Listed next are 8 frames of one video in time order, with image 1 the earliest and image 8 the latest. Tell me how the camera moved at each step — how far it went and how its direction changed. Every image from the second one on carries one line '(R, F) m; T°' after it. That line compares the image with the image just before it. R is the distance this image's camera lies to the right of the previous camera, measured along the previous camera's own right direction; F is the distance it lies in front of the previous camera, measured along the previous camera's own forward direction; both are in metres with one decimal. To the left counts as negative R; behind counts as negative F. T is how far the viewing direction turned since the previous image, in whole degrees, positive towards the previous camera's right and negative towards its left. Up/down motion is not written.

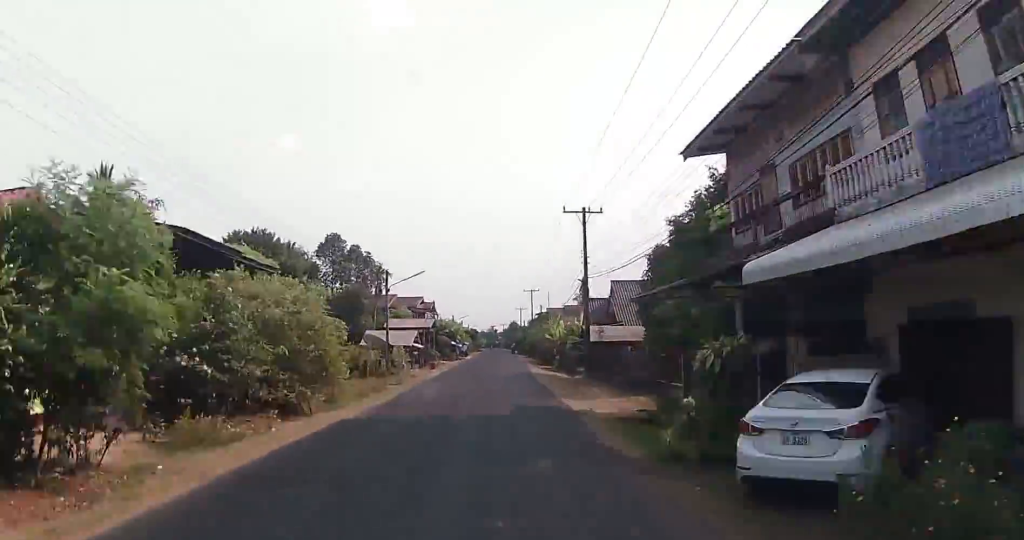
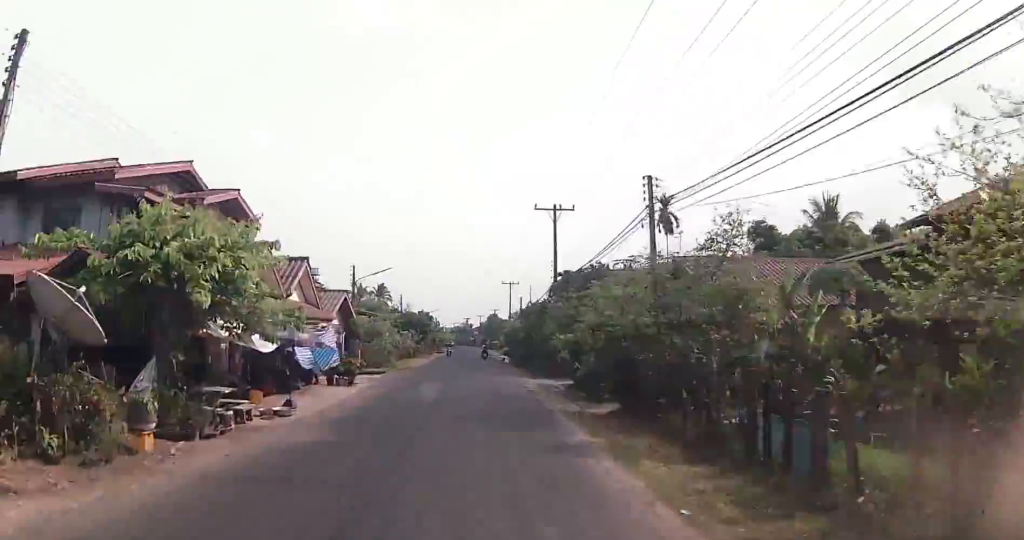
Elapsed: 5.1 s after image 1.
(+0.7, +64.5) m; 0°
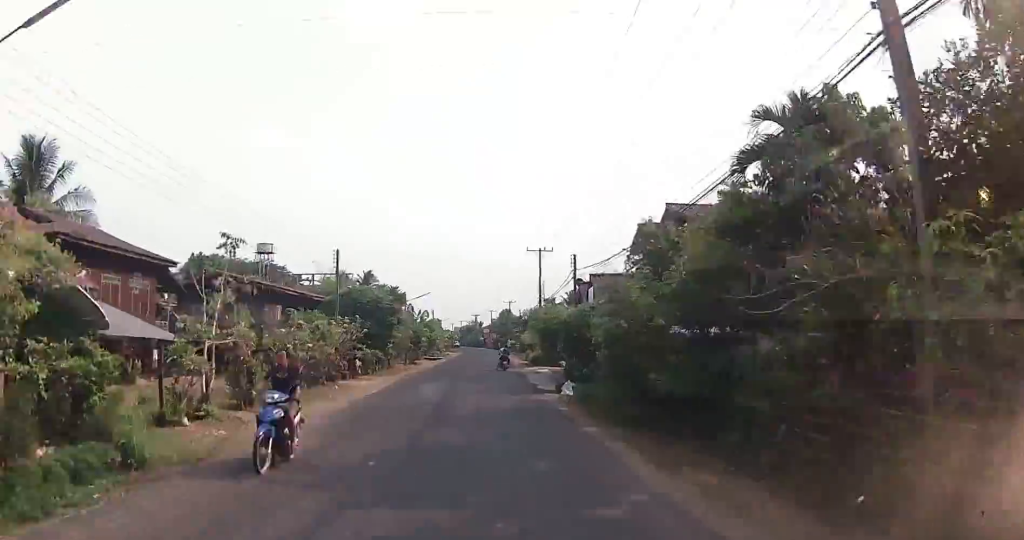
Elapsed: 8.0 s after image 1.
(+0.1, +36.8) m; 0°
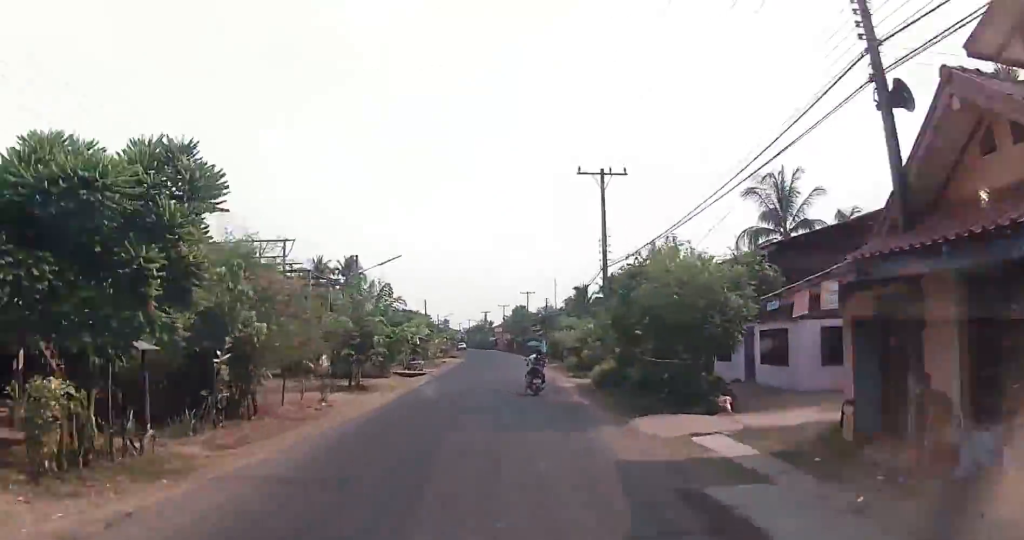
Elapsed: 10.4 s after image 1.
(-0.5, +30.2) m; 0°
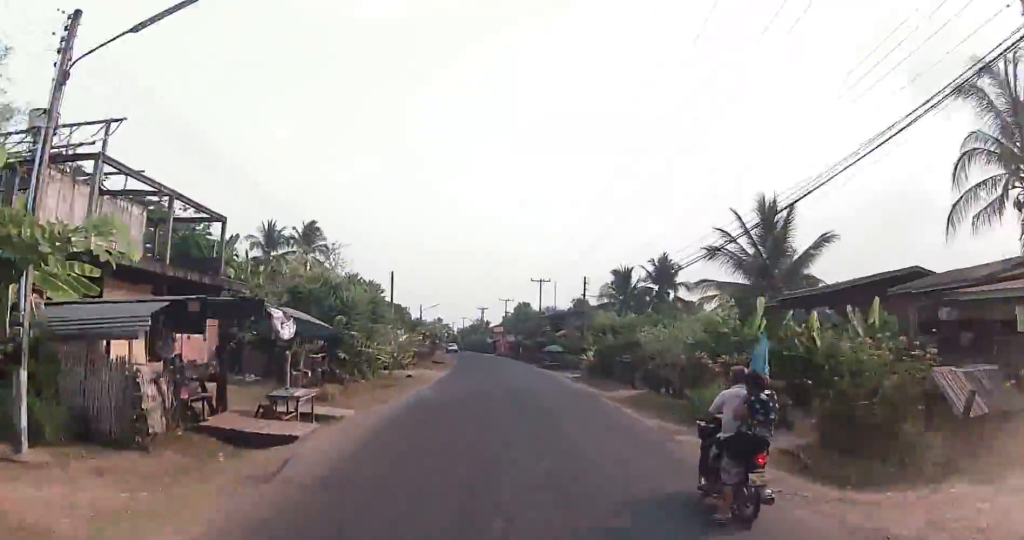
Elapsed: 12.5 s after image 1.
(+0.1, +27.1) m; 0°
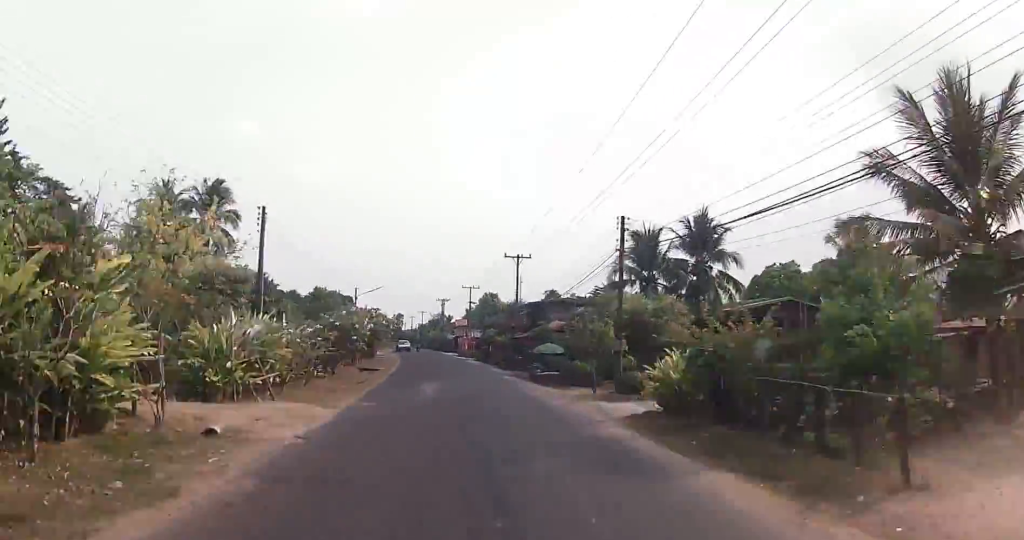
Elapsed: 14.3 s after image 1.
(+0.6, +22.2) m; 0°
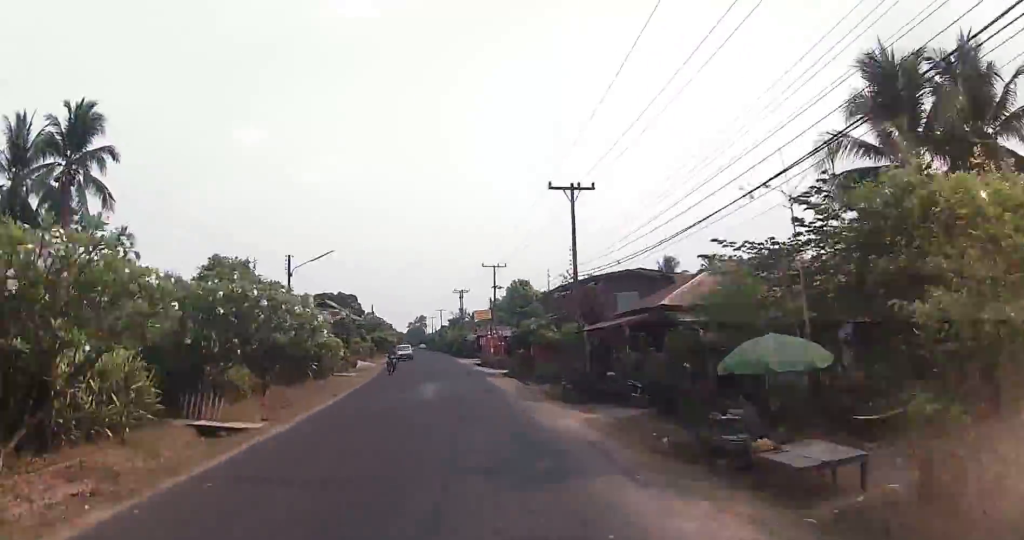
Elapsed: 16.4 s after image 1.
(0.0, +27.2) m; -1°
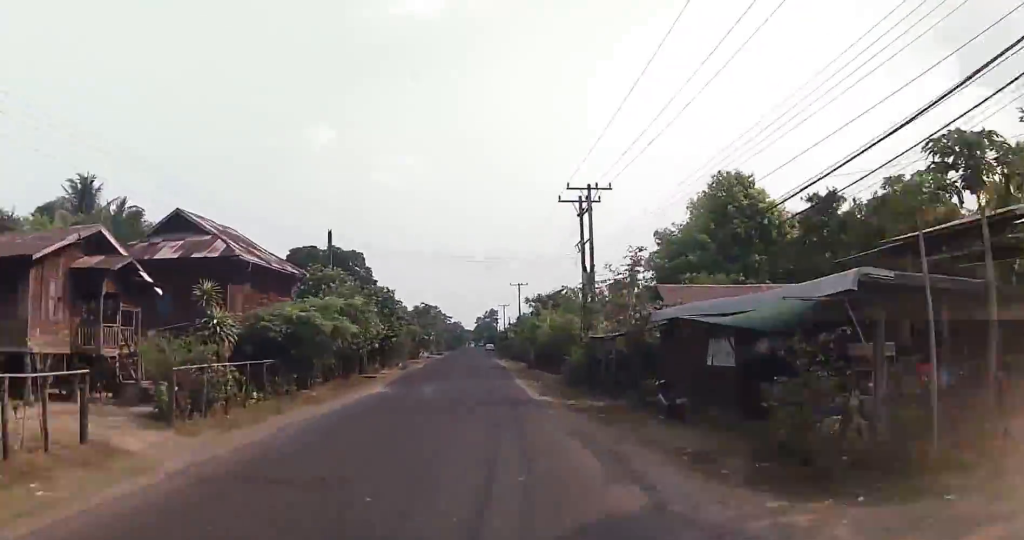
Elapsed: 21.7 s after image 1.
(-2.8, +66.2) m; -3°
